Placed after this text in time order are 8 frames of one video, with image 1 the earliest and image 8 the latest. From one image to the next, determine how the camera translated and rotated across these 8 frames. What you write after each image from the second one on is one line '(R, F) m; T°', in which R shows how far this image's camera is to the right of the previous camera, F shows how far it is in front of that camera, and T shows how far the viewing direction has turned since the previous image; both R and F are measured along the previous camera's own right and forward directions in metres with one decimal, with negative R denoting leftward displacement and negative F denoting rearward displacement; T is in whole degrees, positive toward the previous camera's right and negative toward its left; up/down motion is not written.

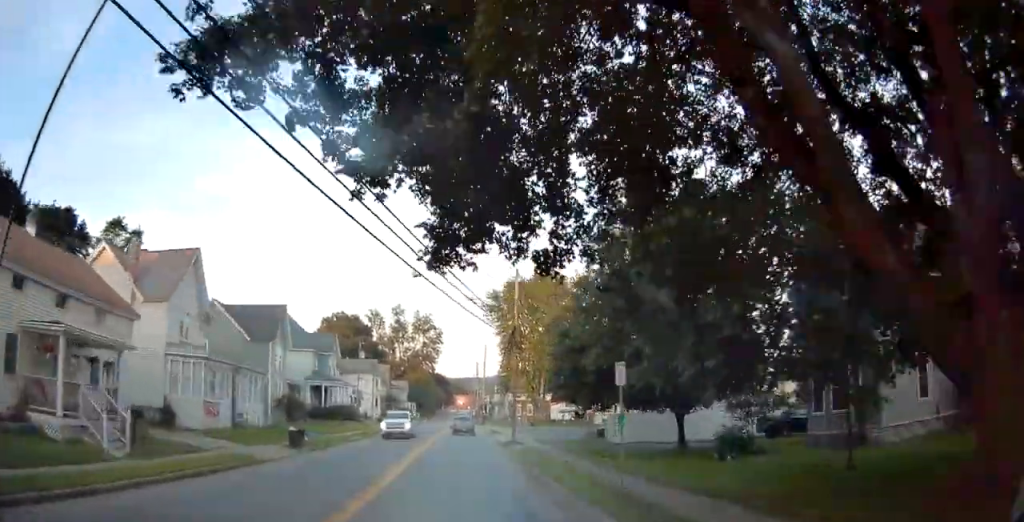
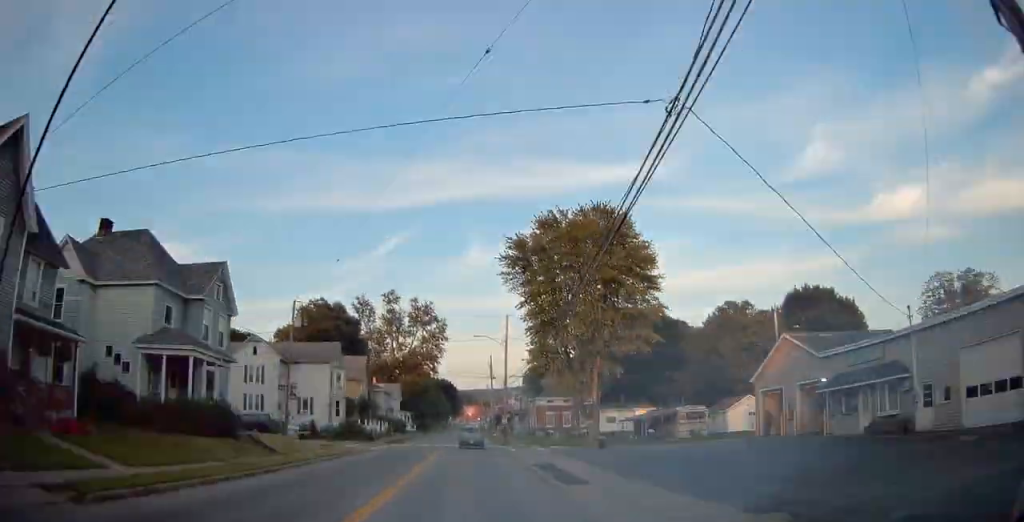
(-1.1, +31.6) m; -1°
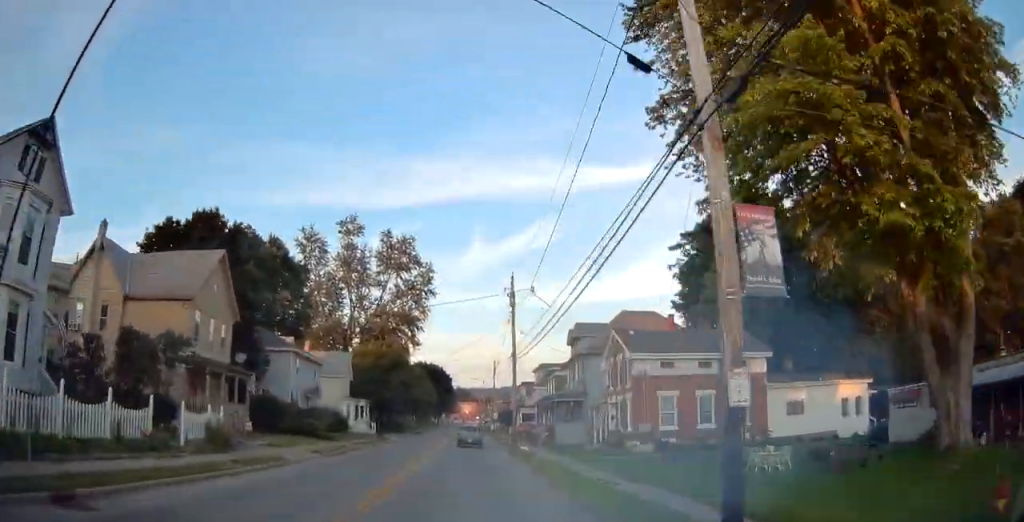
(+0.4, +46.2) m; +1°
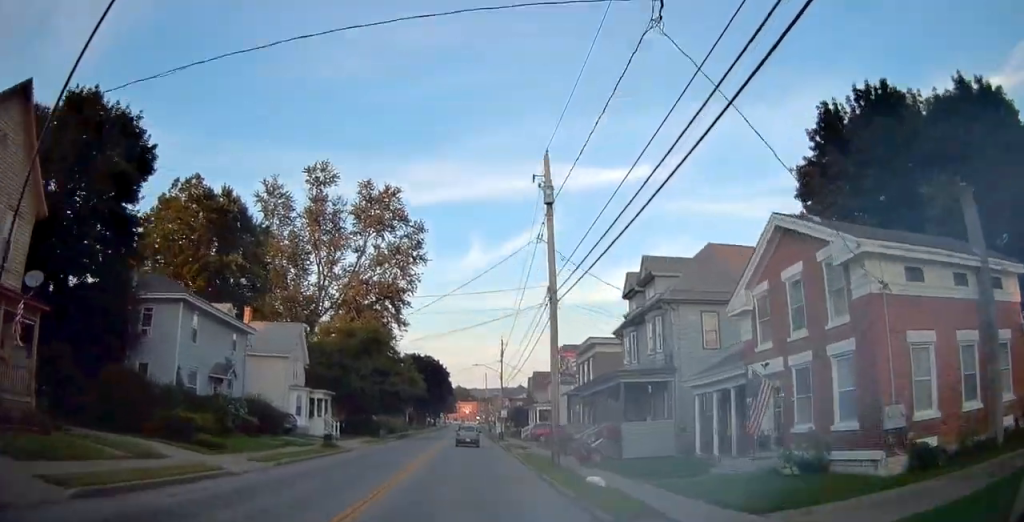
(+0.3, +19.3) m; +1°
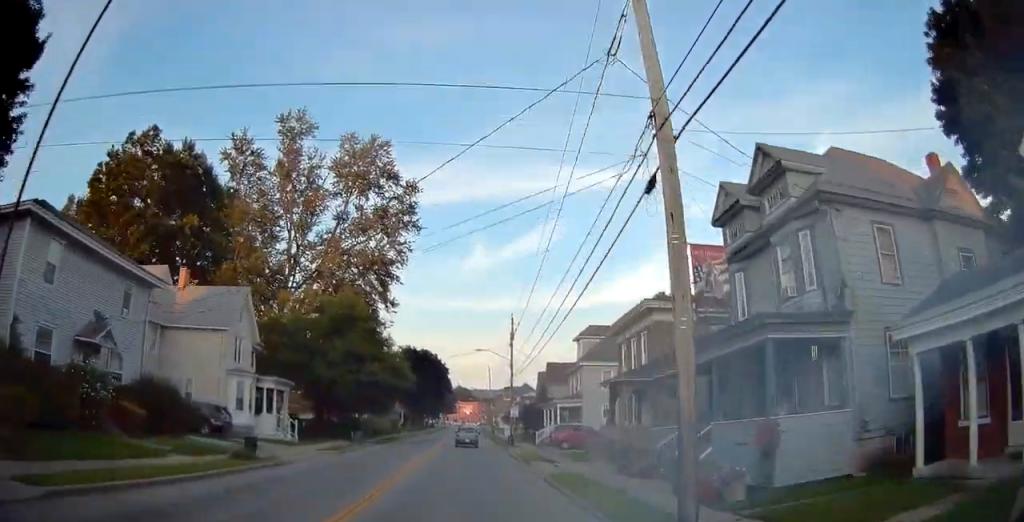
(0.0, +12.9) m; 0°
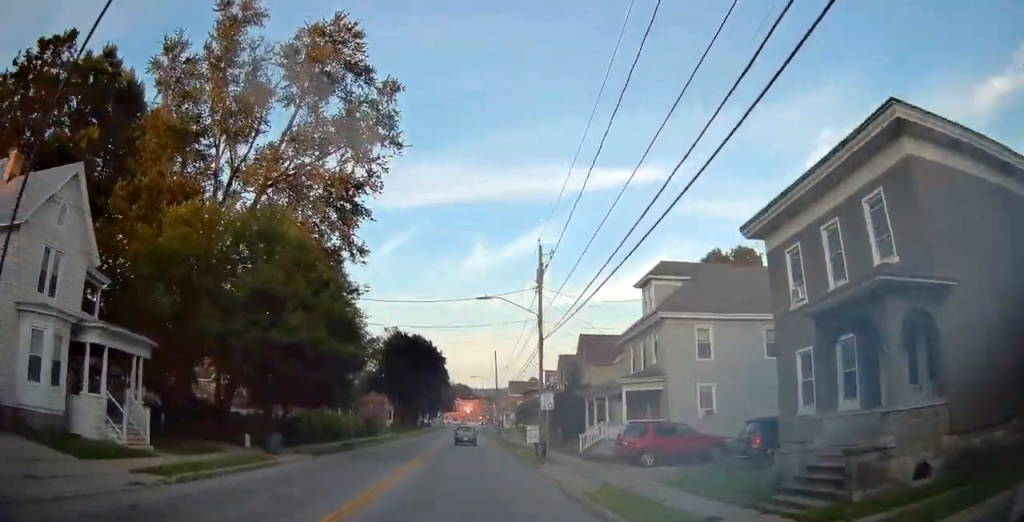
(+0.1, +18.9) m; +1°
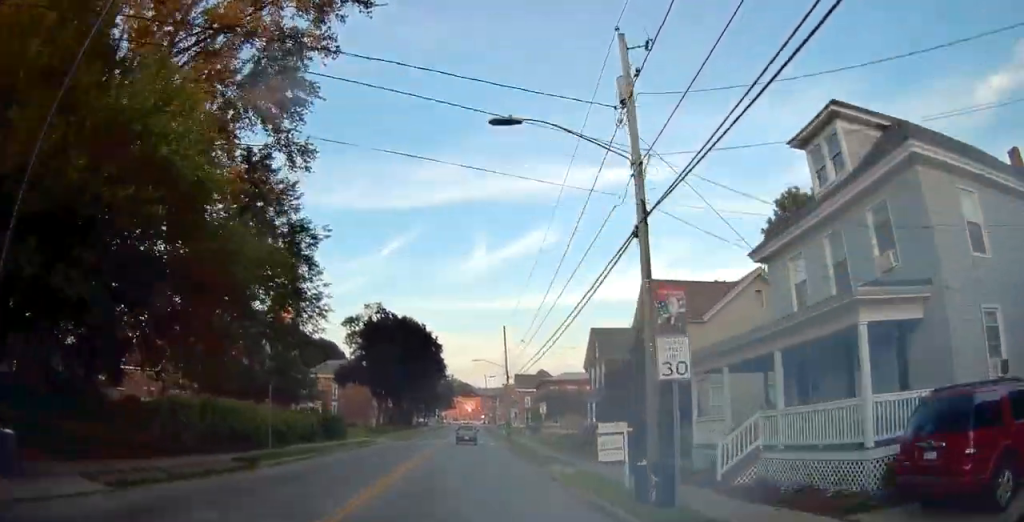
(+0.3, +16.7) m; 0°
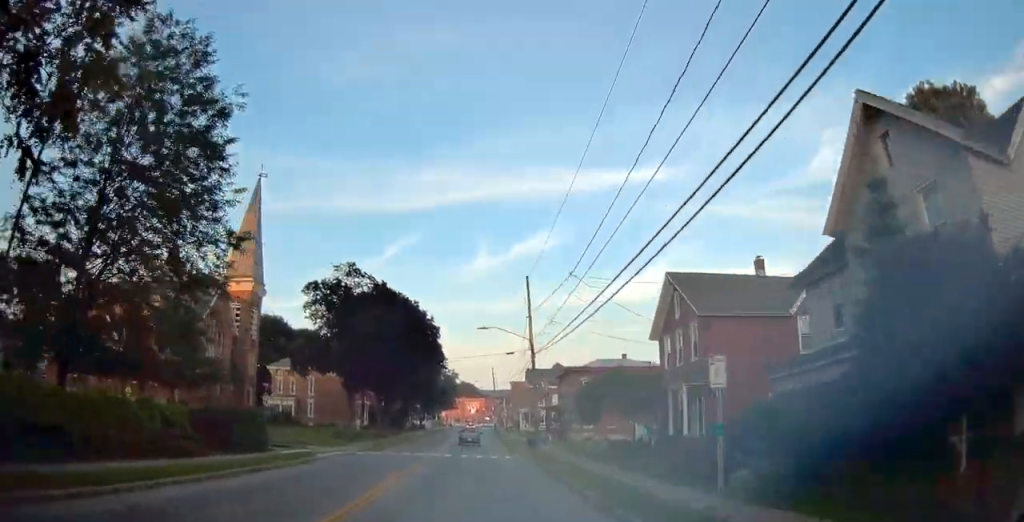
(-0.2, +18.4) m; -2°
